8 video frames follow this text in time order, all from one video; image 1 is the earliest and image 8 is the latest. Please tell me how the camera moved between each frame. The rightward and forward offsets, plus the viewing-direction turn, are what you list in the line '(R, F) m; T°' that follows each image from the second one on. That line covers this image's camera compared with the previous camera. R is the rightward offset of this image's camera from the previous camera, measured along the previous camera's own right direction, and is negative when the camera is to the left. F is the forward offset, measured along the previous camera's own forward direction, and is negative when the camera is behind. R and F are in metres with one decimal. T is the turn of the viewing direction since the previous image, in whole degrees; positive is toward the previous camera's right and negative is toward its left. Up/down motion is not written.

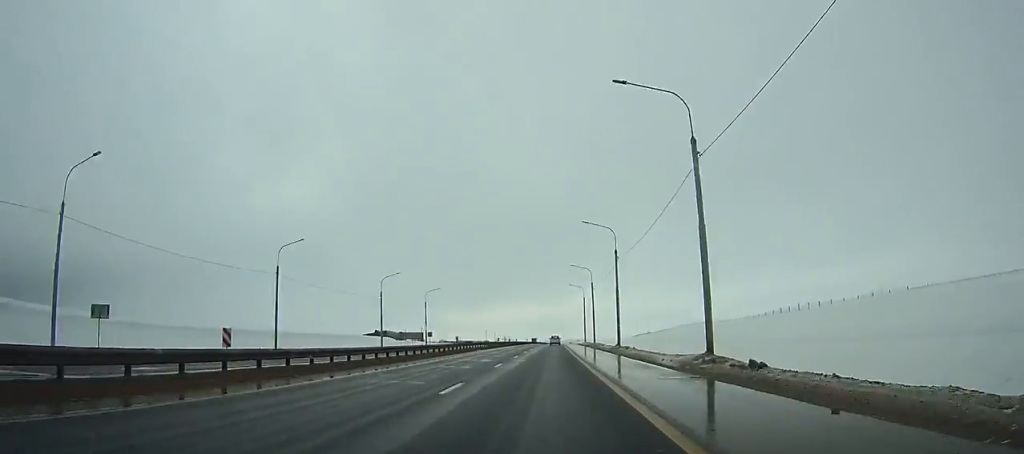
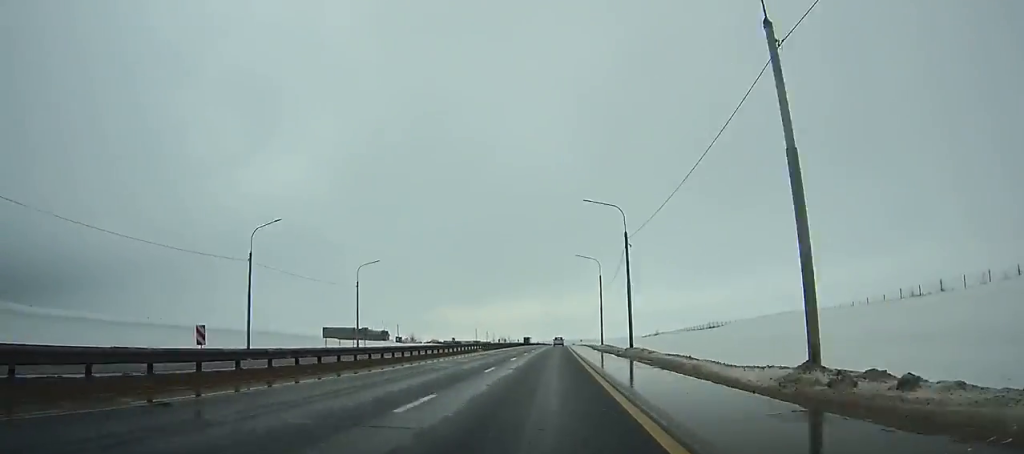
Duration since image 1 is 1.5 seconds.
(+0.1, +39.3) m; 0°
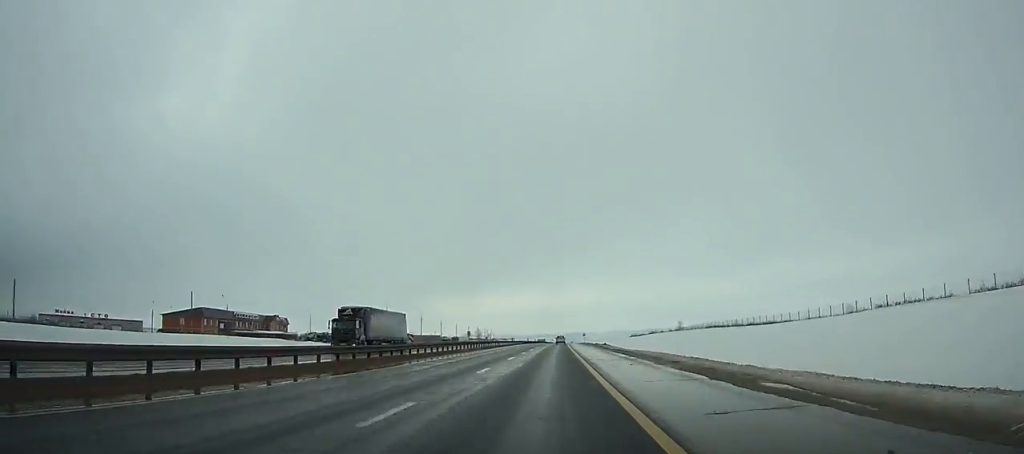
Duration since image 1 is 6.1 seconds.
(+0.9, +121.9) m; +1°
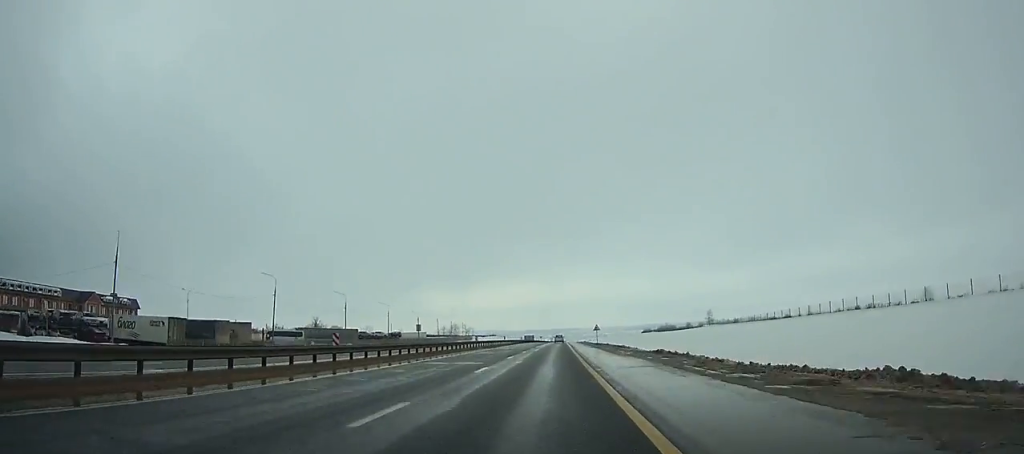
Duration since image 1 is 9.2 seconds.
(+0.6, +83.2) m; +1°
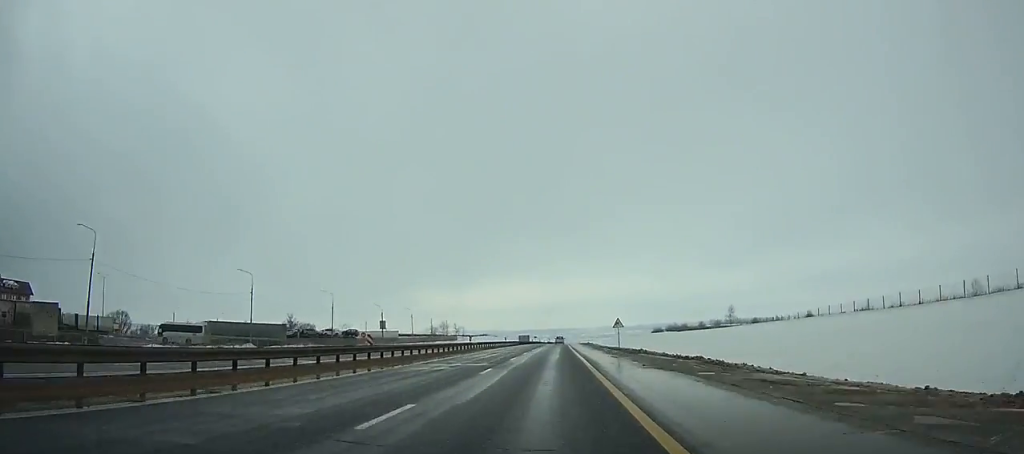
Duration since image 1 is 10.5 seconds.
(+0.1, +35.1) m; 0°
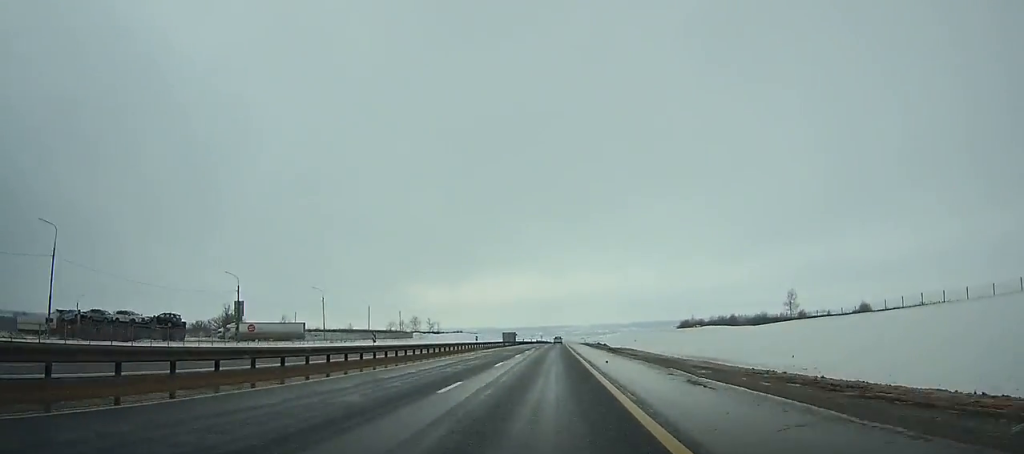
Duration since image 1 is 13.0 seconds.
(+0.3, +67.8) m; 0°
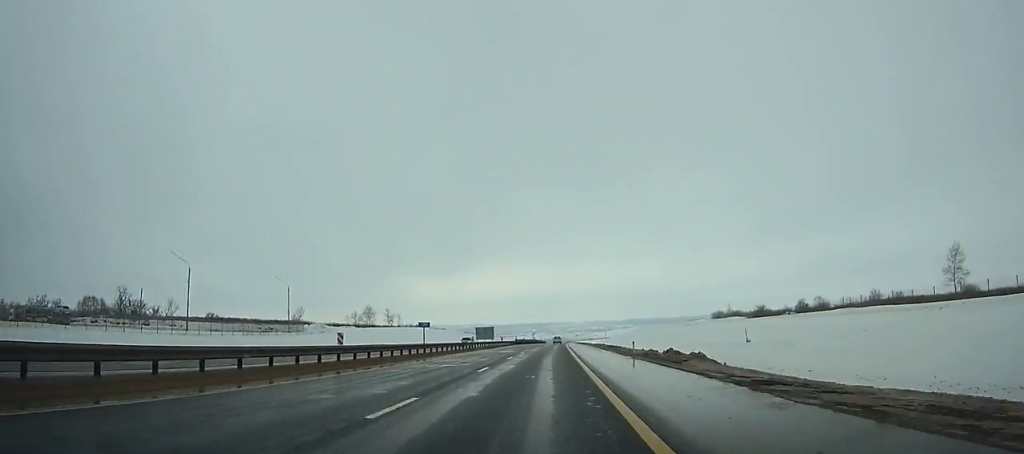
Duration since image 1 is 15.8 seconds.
(+0.3, +76.4) m; 0°
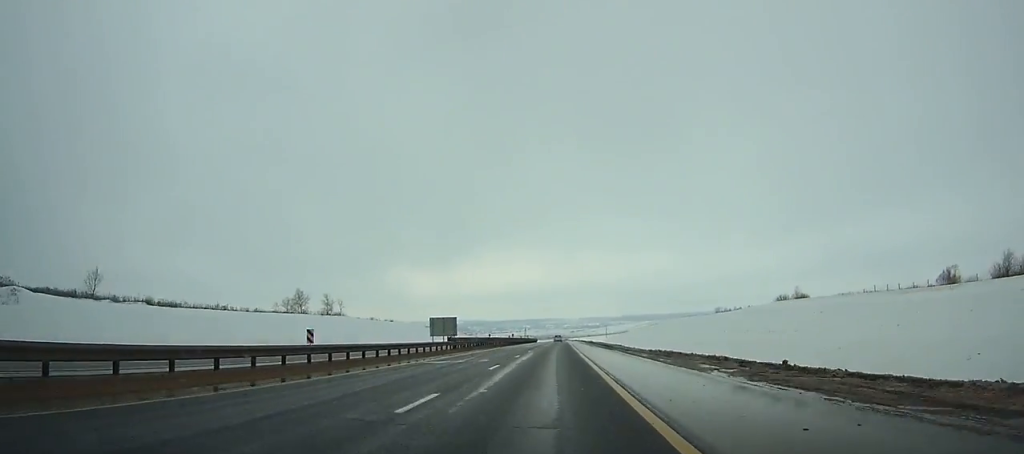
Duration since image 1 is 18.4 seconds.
(+0.3, +71.3) m; +1°
